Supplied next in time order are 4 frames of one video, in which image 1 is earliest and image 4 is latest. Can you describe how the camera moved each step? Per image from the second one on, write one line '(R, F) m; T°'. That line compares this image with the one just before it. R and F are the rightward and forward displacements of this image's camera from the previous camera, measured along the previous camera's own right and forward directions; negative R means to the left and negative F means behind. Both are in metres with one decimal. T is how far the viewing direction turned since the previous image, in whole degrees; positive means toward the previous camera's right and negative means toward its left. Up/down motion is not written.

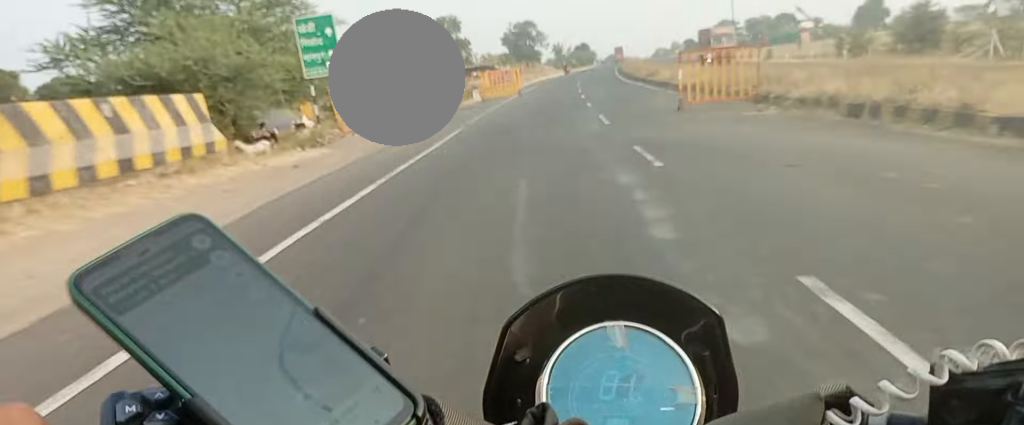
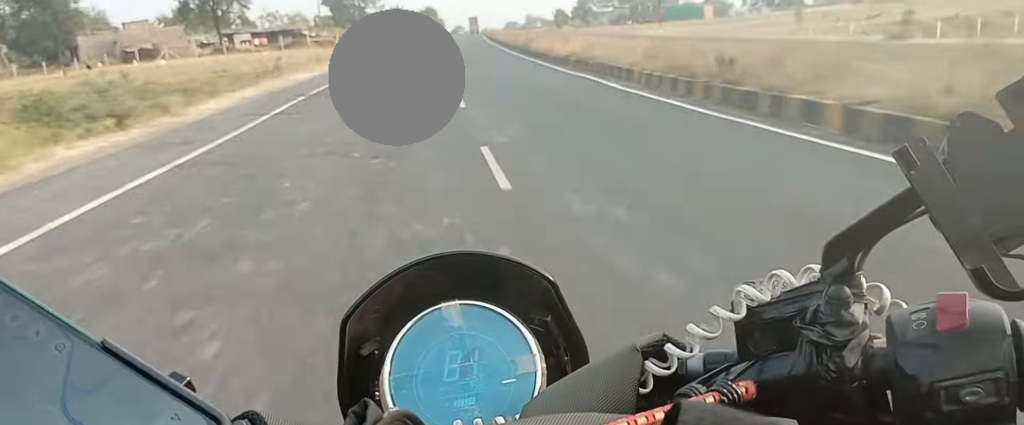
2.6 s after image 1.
(+2.7, +57.8) m; +4°
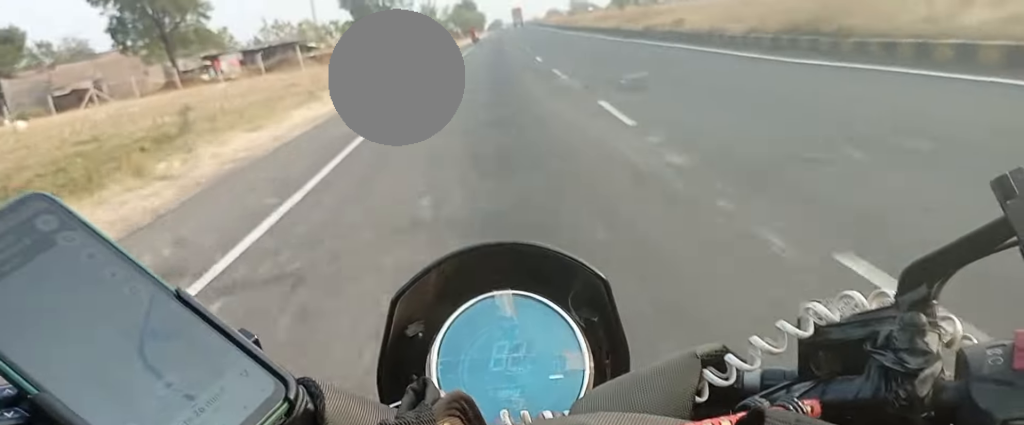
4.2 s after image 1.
(0.0, +33.7) m; +1°
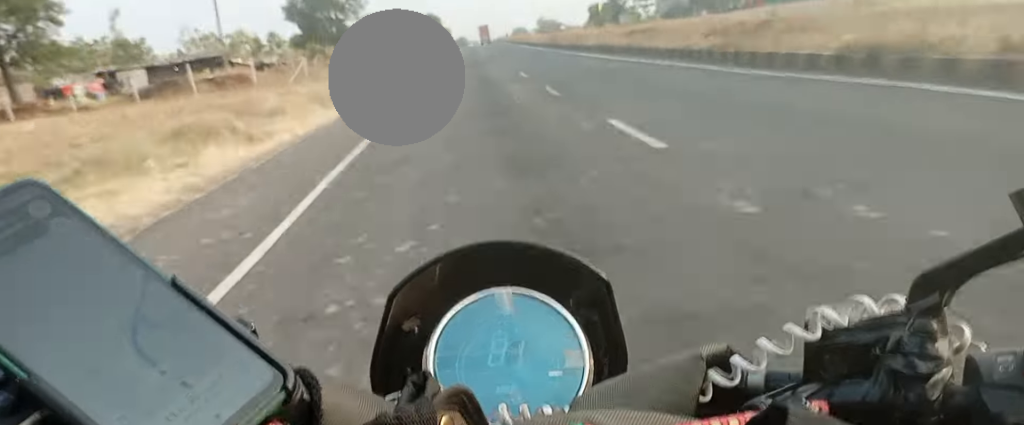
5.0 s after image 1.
(+0.2, +19.6) m; +1°
